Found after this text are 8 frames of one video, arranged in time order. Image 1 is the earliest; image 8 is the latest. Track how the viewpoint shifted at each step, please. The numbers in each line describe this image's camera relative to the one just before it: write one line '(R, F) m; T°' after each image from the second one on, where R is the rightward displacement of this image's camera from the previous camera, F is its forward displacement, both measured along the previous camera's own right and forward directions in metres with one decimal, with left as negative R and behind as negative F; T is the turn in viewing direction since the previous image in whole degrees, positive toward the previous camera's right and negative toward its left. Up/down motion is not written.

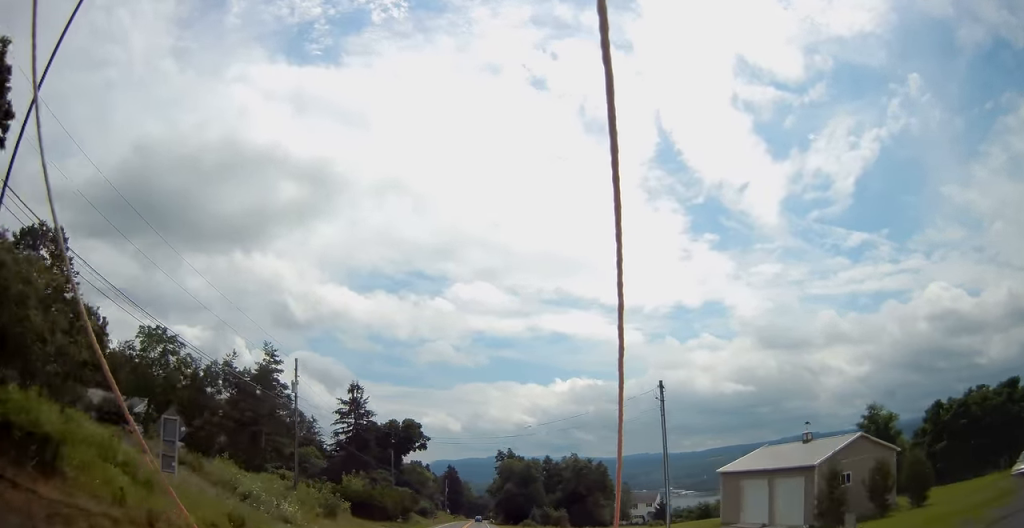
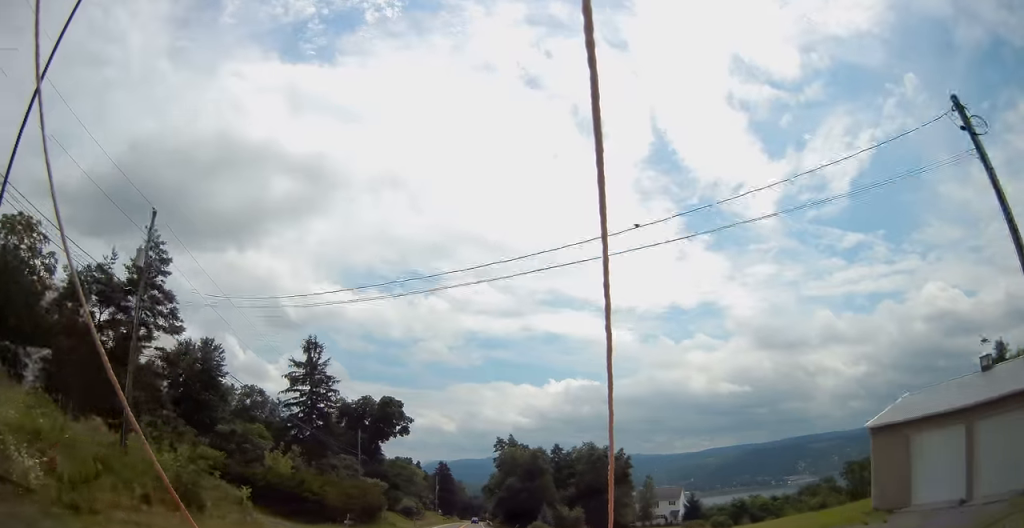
(0.0, +21.3) m; +1°
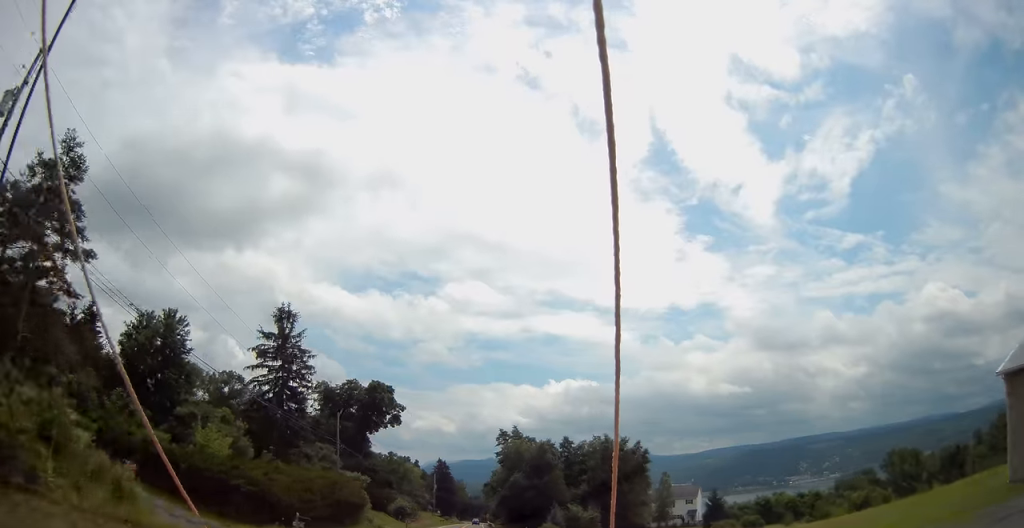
(+0.1, +10.3) m; 0°
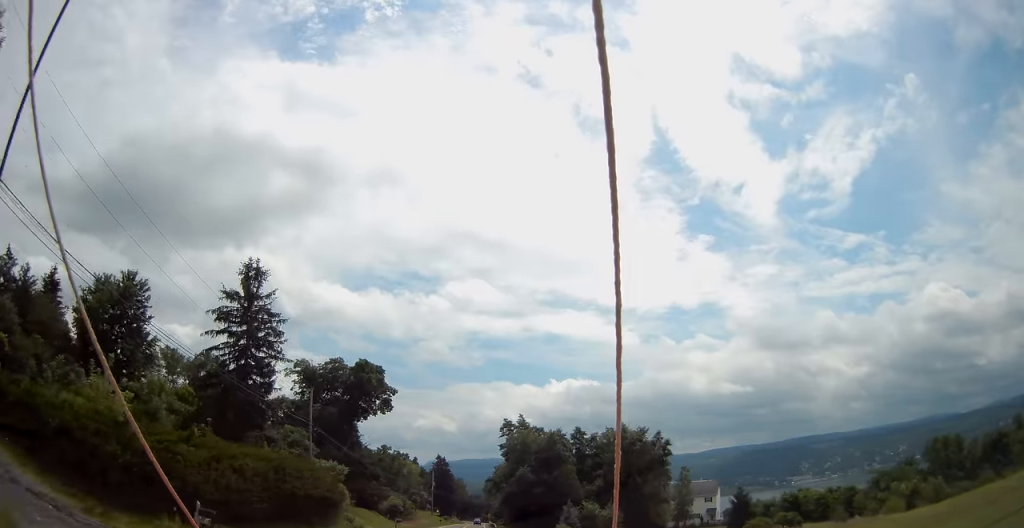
(0.0, +9.7) m; 0°
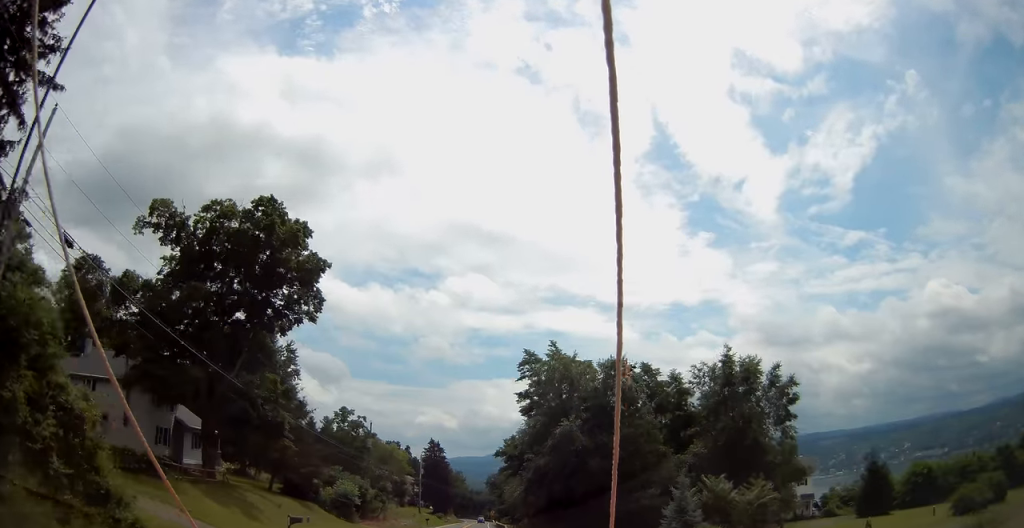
(0.0, +33.4) m; 0°
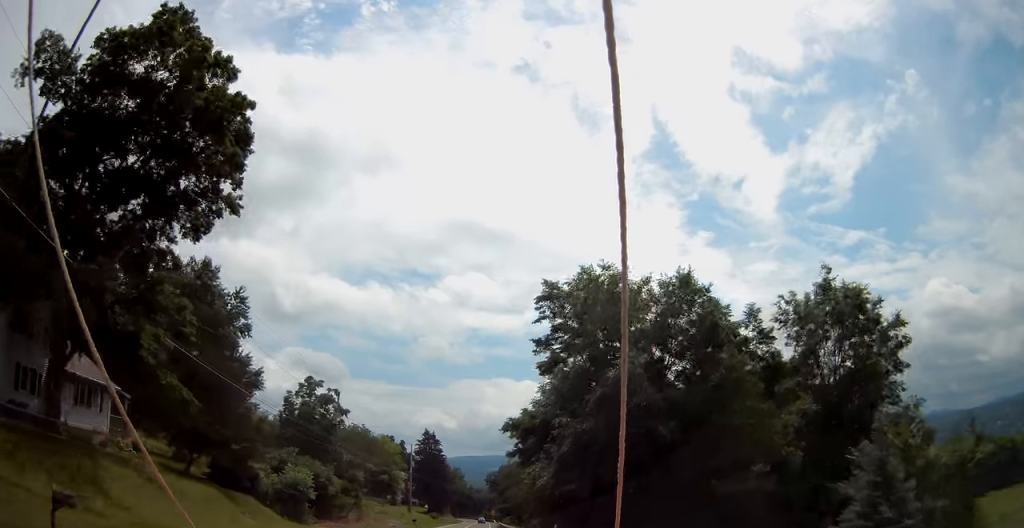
(0.0, +15.2) m; 0°
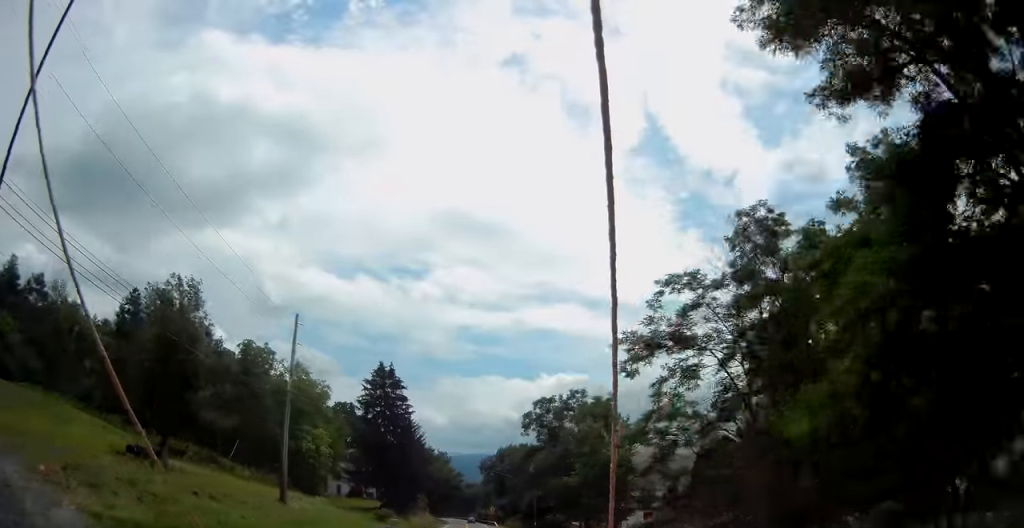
(0.0, +58.9) m; 0°
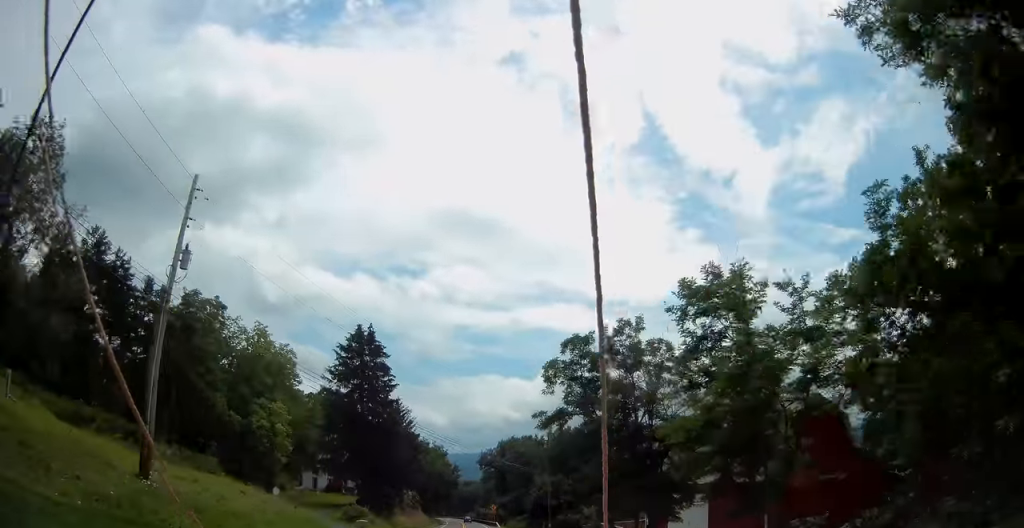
(0.0, +15.0) m; +1°
